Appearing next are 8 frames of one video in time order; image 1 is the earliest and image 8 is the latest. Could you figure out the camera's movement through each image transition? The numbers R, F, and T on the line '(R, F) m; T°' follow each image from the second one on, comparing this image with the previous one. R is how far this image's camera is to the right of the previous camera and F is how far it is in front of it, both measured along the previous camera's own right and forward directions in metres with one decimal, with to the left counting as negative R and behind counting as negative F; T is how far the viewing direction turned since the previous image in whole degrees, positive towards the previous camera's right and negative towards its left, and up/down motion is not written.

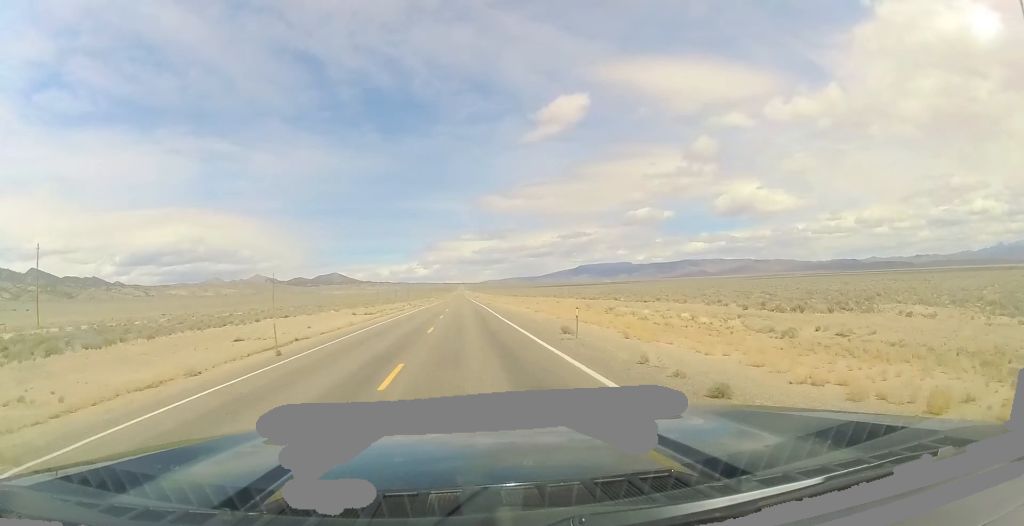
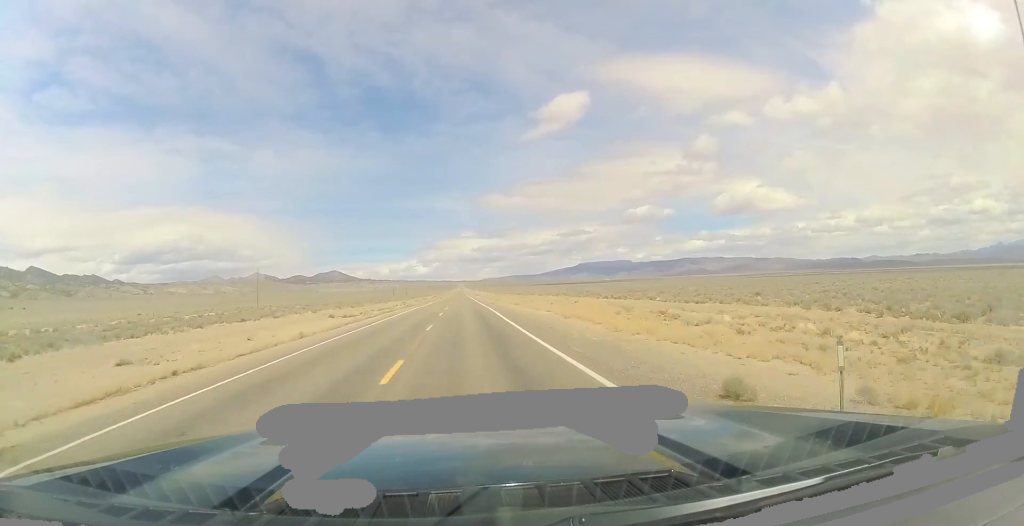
(-0.2, +13.2) m; 0°
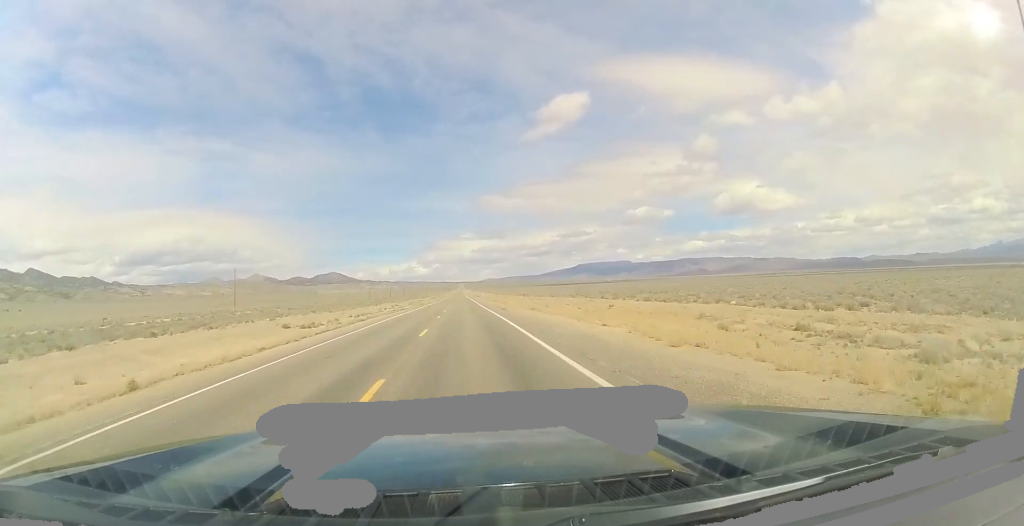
(0.0, +16.5) m; 0°
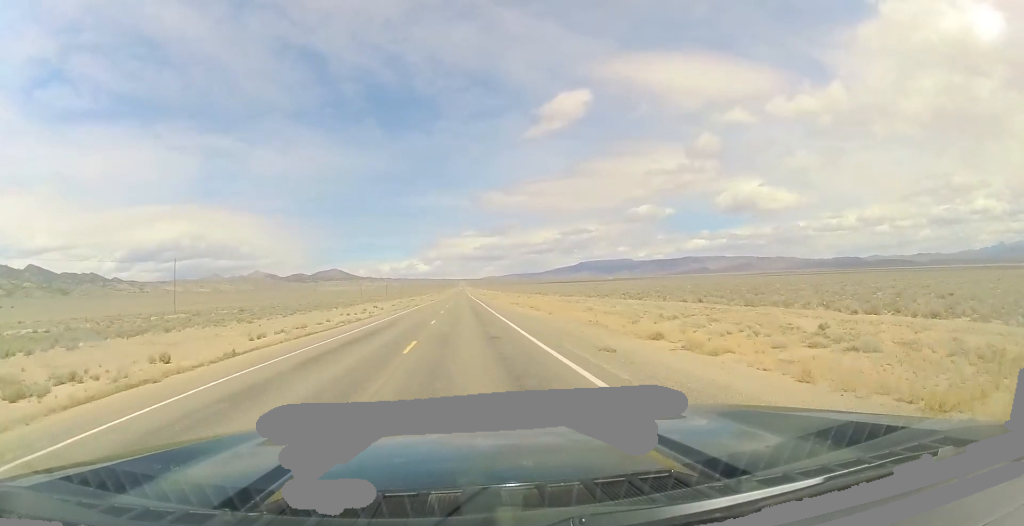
(+0.4, +33.2) m; 0°
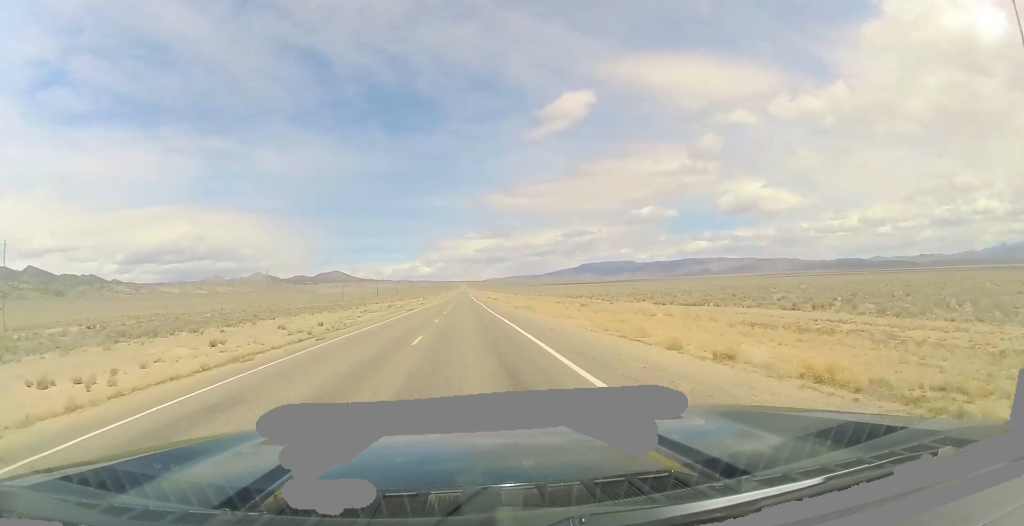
(-0.7, +52.0) m; -2°
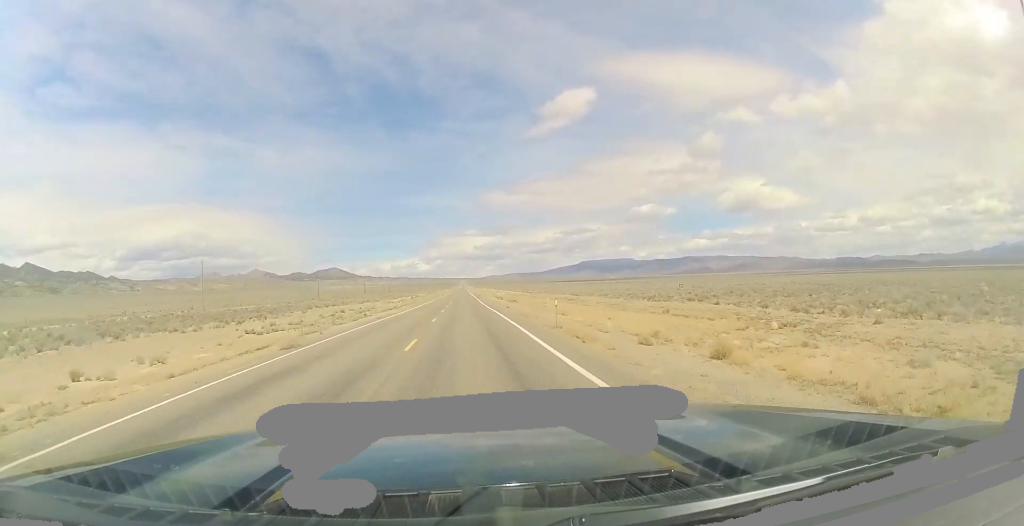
(-0.4, +43.1) m; +1°
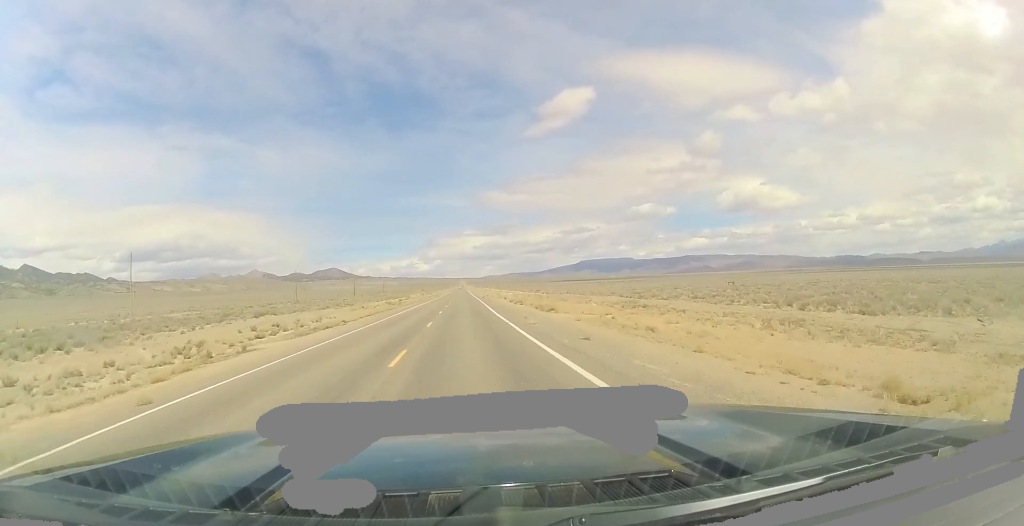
(+0.8, +30.0) m; +1°
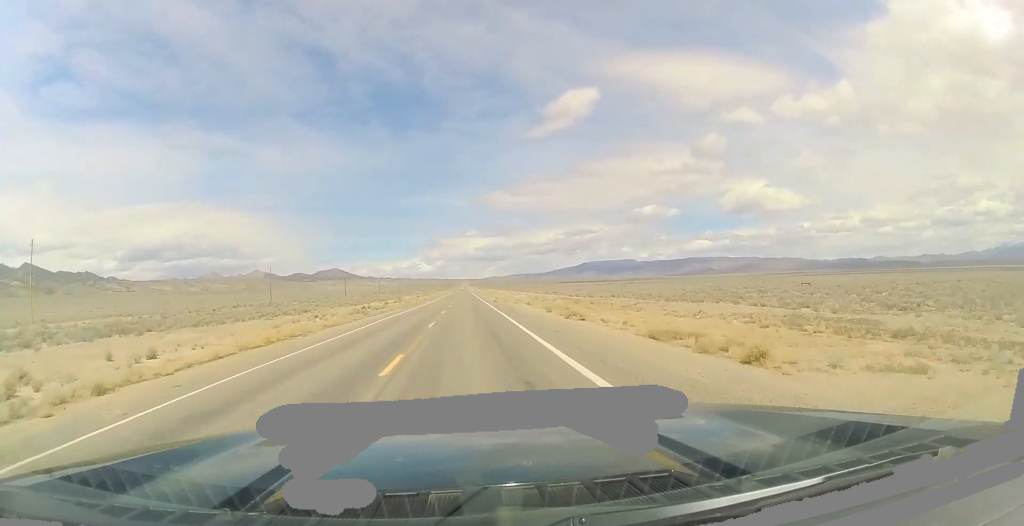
(-0.3, +28.9) m; -1°
